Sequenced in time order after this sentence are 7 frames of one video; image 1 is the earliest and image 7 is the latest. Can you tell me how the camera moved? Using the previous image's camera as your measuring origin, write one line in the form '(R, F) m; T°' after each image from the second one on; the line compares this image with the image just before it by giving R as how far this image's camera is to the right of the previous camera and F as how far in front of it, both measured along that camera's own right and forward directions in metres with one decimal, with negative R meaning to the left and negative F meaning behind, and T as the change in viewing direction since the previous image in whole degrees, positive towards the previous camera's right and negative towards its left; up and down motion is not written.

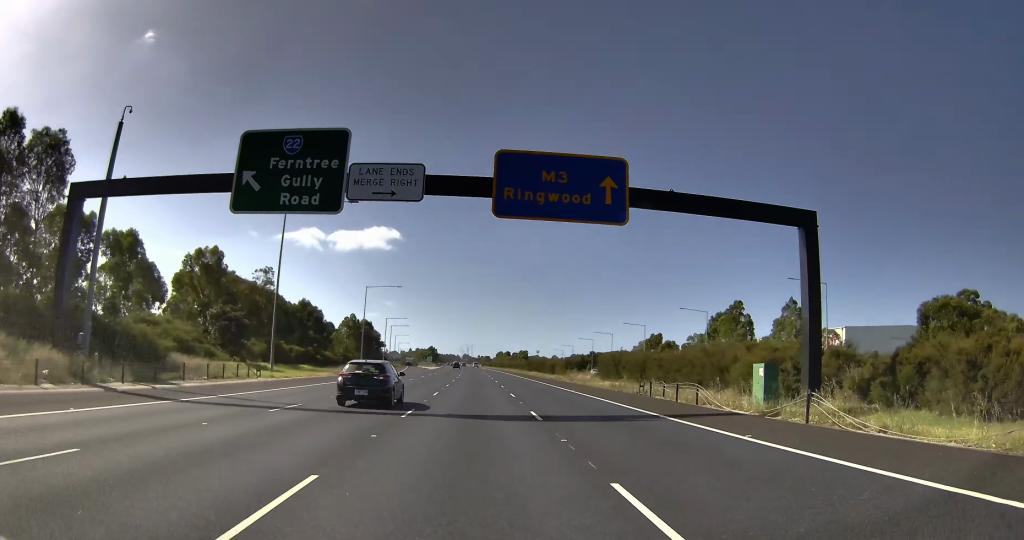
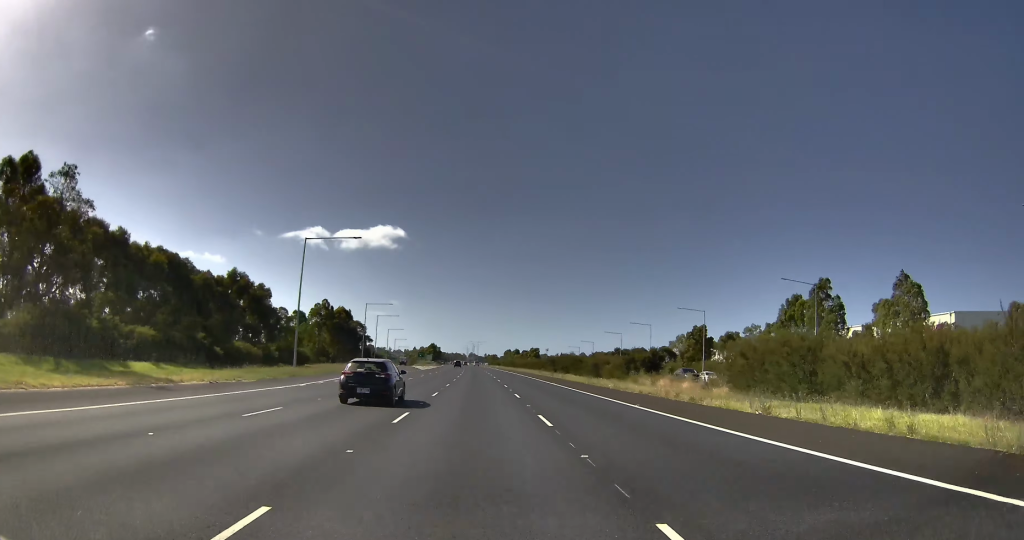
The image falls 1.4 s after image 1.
(-0.2, +27.3) m; +2°
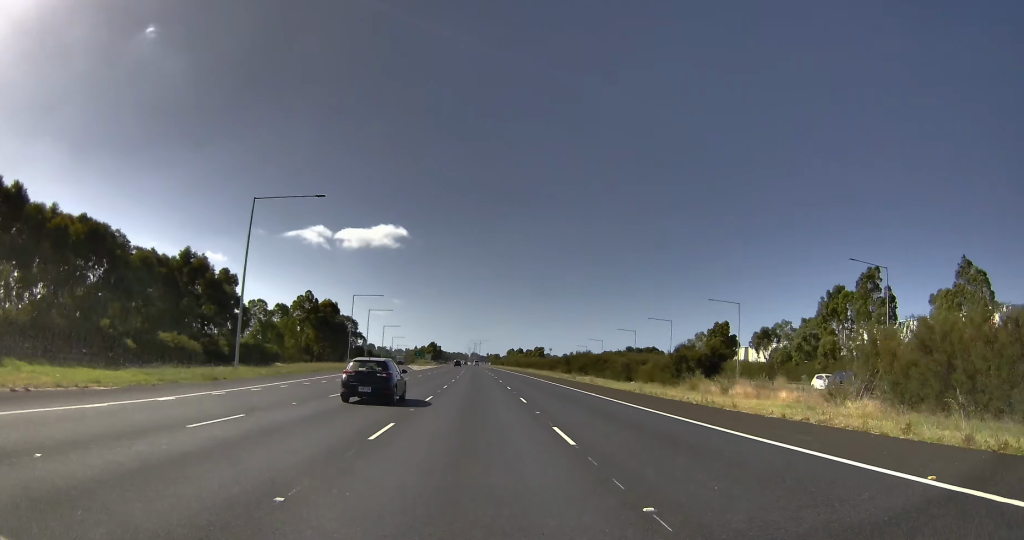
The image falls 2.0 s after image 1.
(+0.3, +12.4) m; +1°
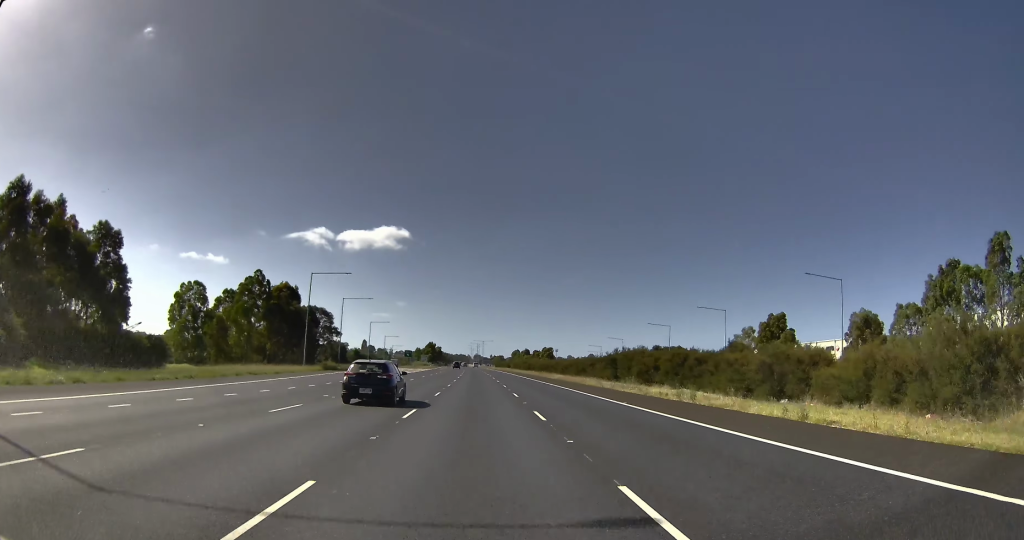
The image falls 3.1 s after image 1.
(+0.2, +26.7) m; 0°
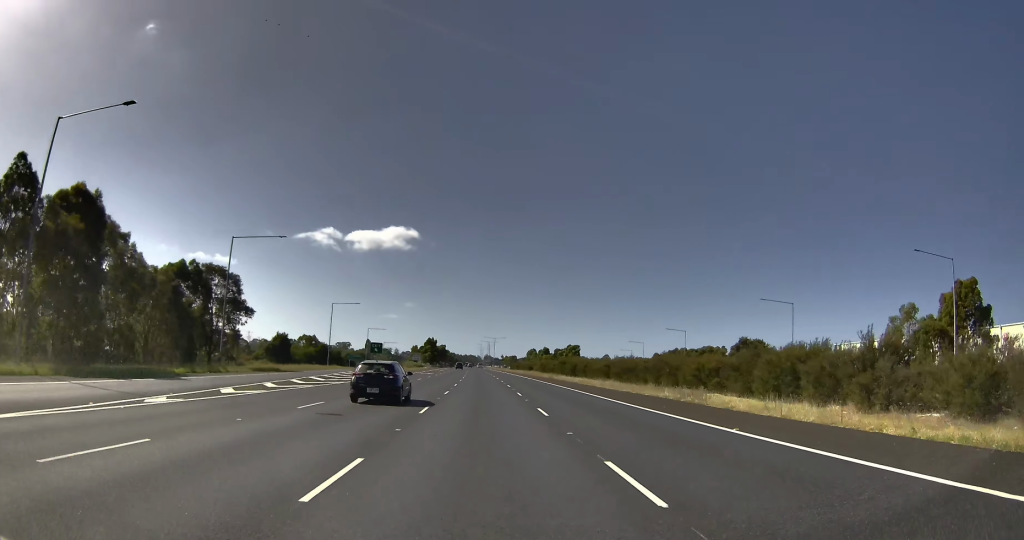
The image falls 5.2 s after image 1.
(+0.4, +57.5) m; +1°
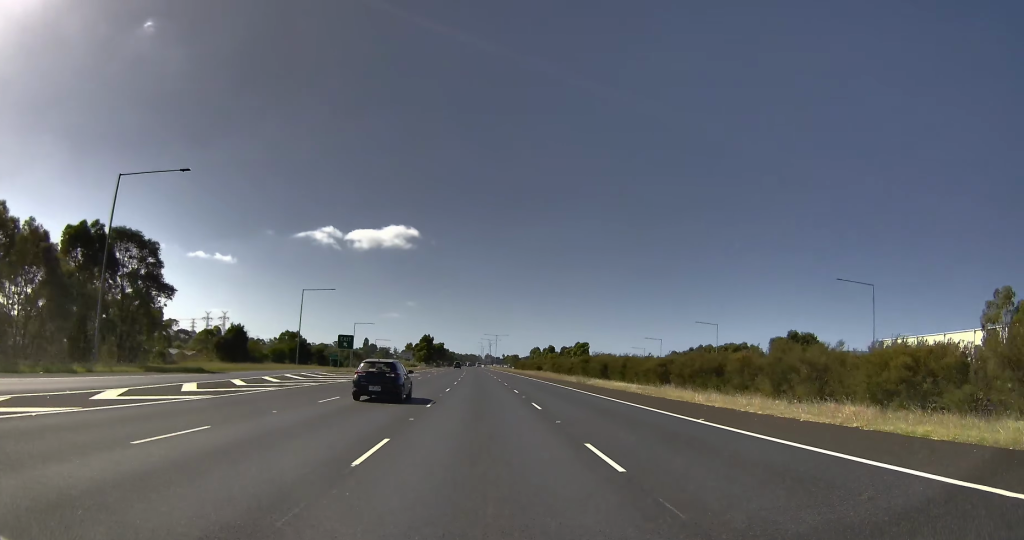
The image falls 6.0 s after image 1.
(+0.1, +24.8) m; 0°
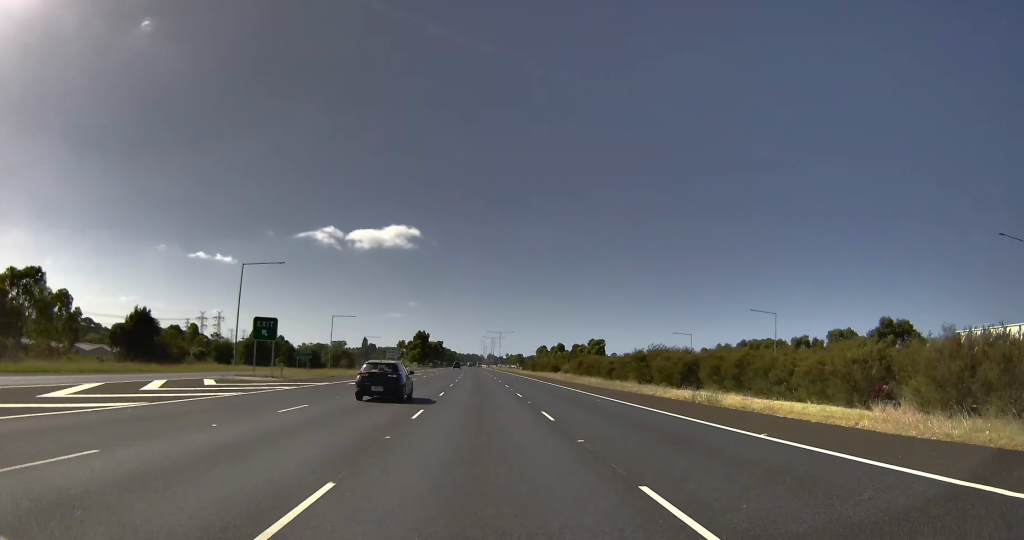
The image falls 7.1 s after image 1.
(+0.1, +34.8) m; 0°
